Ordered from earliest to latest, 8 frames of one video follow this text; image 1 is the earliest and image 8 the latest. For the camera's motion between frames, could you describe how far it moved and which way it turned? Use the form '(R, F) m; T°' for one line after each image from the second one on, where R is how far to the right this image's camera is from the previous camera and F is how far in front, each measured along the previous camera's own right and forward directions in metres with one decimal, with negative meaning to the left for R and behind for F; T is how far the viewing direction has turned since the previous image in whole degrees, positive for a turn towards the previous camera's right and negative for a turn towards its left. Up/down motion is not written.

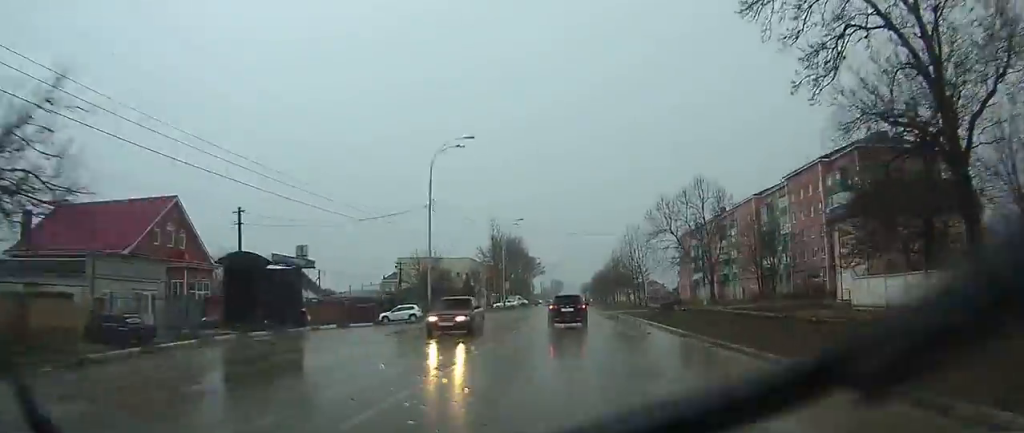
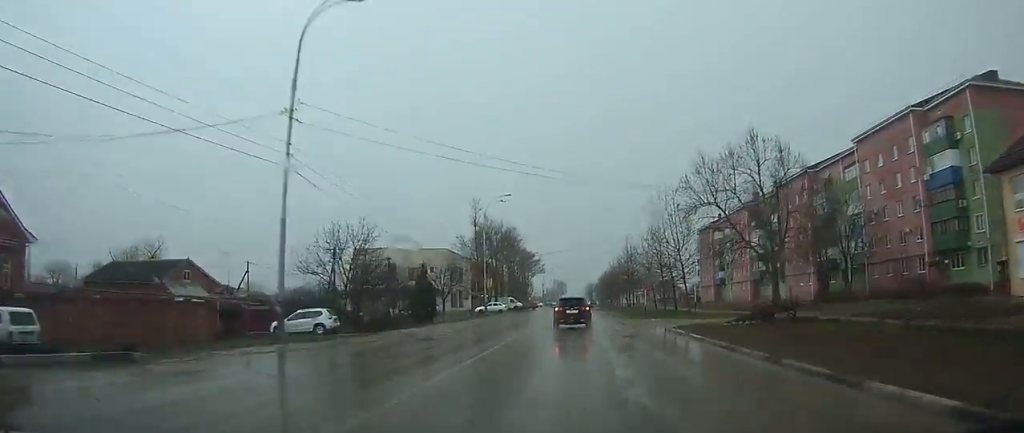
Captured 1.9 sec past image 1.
(+0.1, +22.3) m; 0°
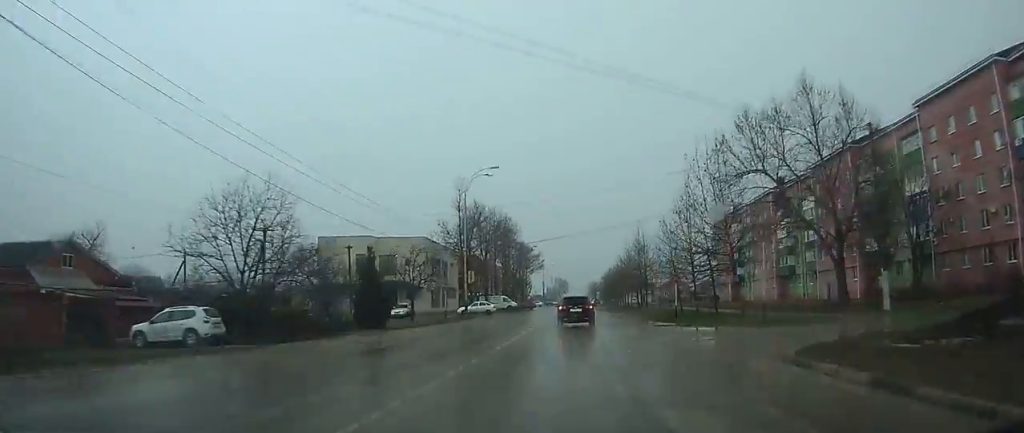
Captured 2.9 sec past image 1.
(0.0, +13.0) m; 0°
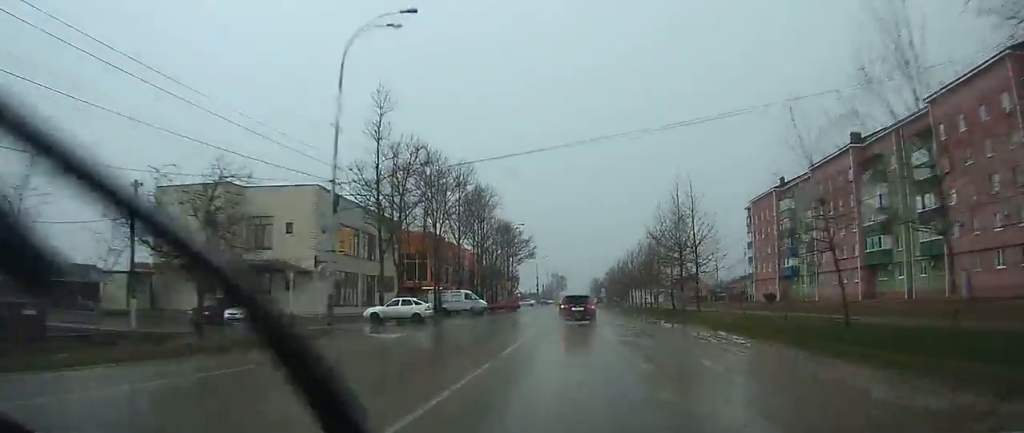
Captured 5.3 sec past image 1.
(+0.1, +28.7) m; 0°
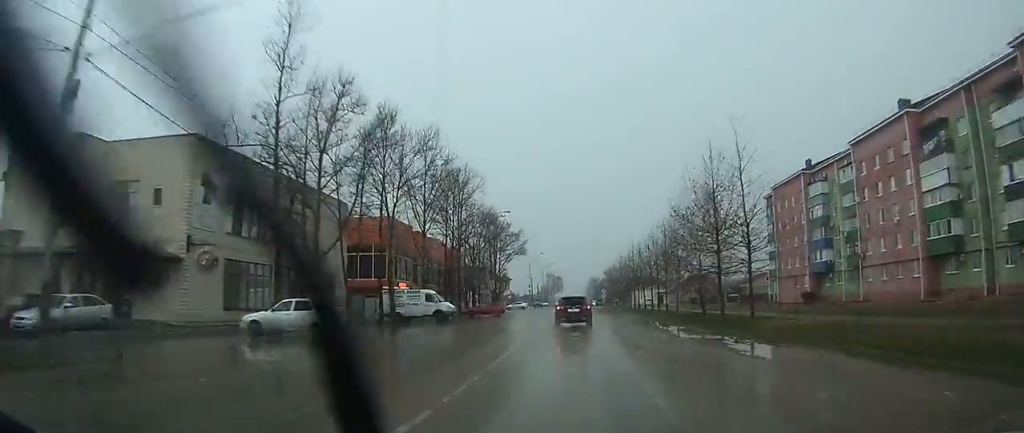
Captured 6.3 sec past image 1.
(0.0, +13.2) m; 0°
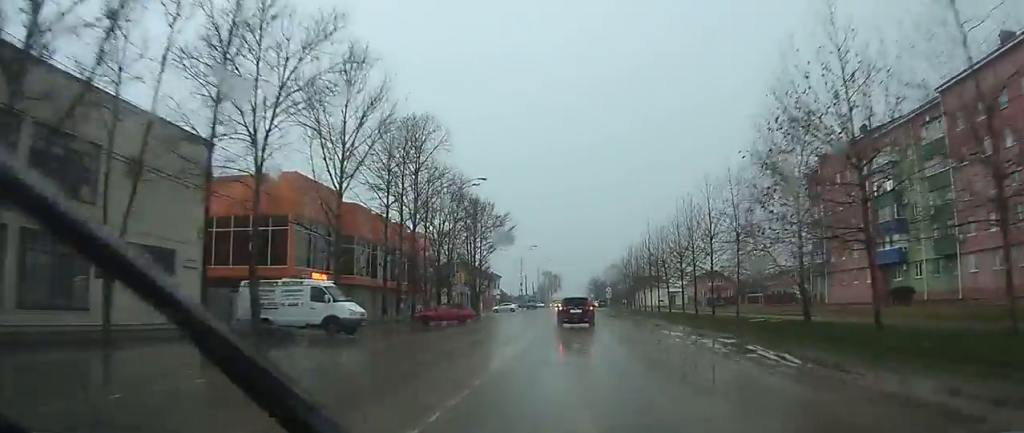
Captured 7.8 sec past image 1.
(0.0, +18.1) m; 0°
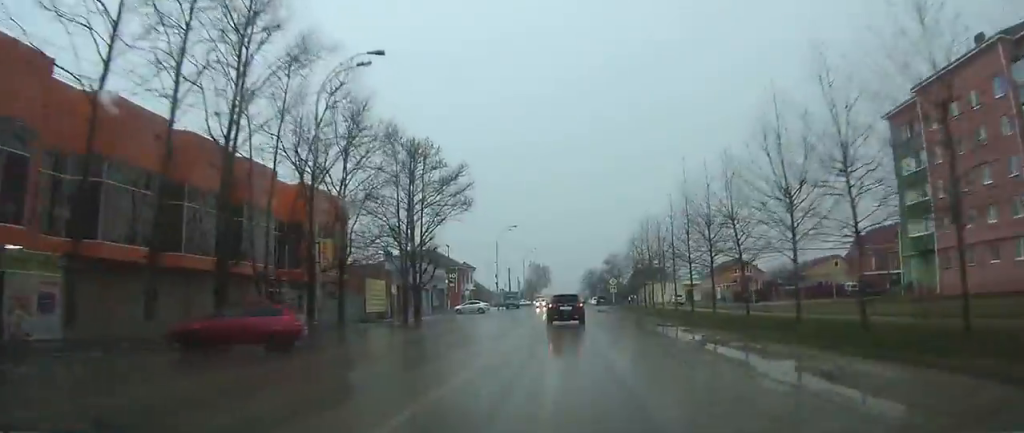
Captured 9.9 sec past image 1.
(+0.1, +25.5) m; 0°
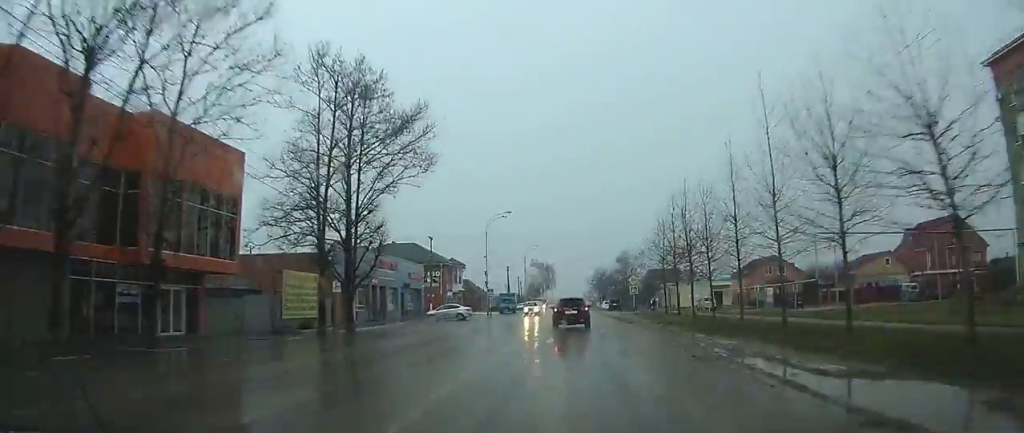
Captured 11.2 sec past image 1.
(+0.1, +16.4) m; 0°
